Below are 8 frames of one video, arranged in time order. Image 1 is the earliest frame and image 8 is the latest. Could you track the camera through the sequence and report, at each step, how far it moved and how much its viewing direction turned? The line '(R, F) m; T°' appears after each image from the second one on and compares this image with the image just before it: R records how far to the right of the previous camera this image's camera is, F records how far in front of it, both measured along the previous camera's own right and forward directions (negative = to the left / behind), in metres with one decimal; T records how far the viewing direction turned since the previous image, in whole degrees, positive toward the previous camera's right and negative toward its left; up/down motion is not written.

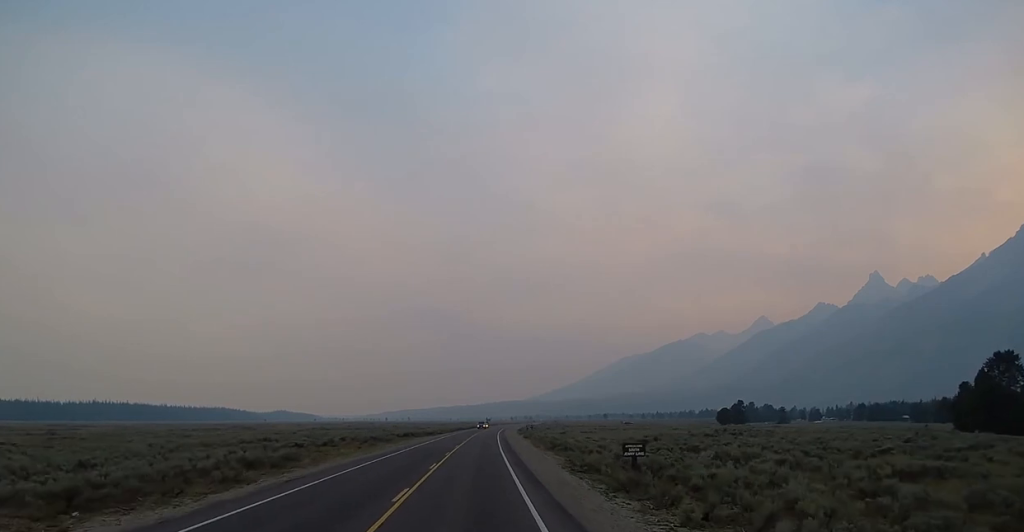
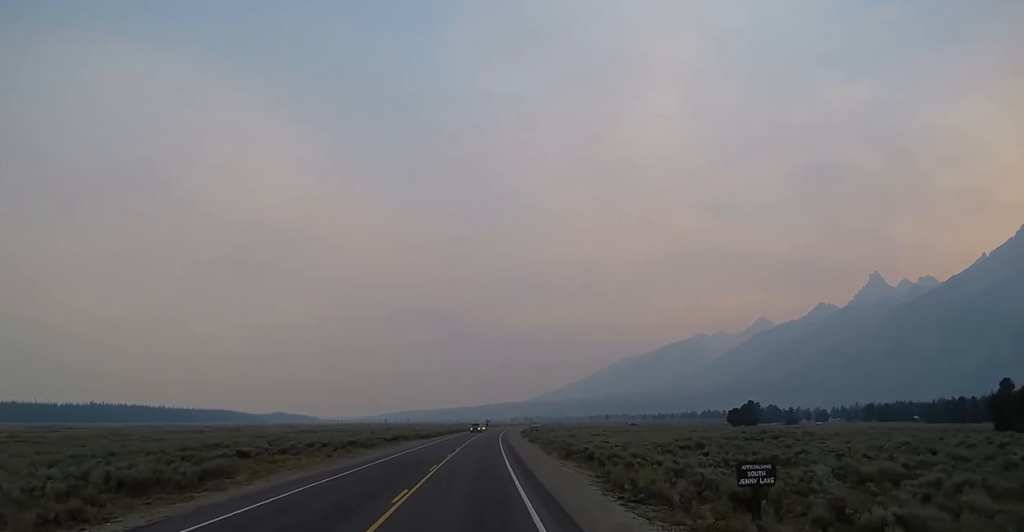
(-0.3, +12.8) m; -1°
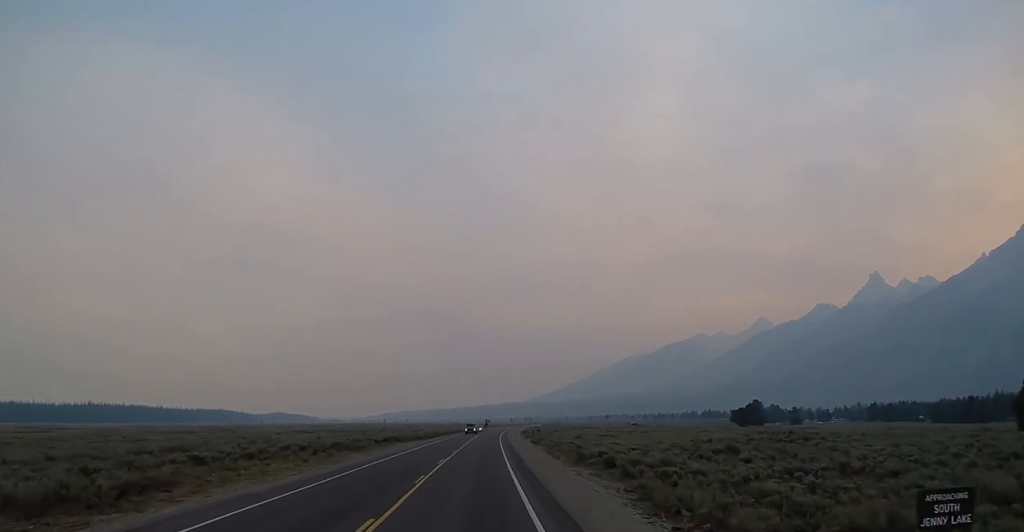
(0.0, +6.9) m; -1°
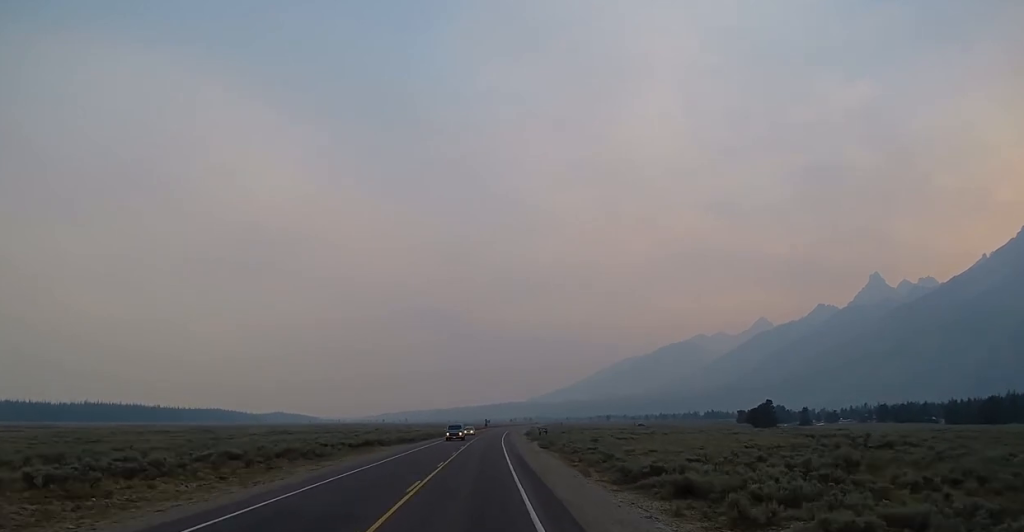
(-0.2, +14.1) m; -1°
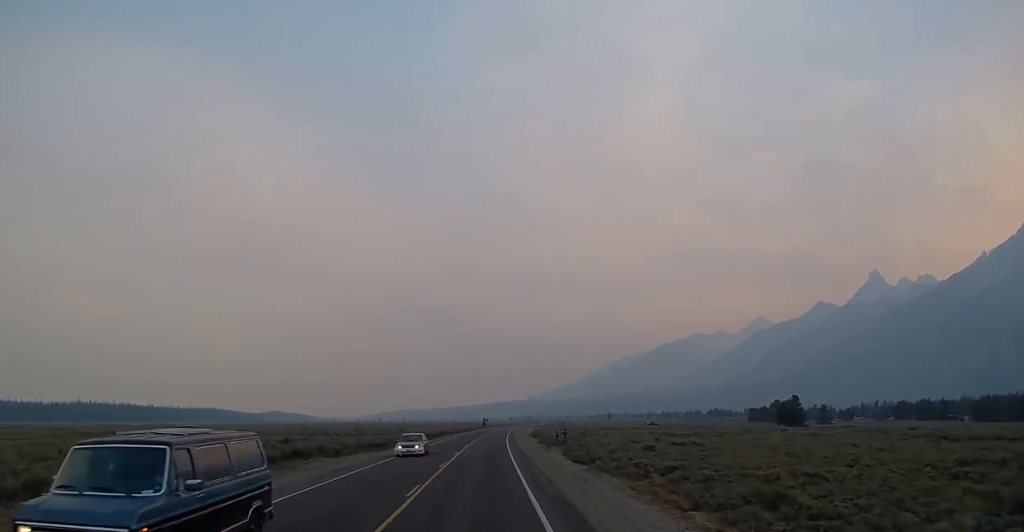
(+0.6, +25.5) m; +2°
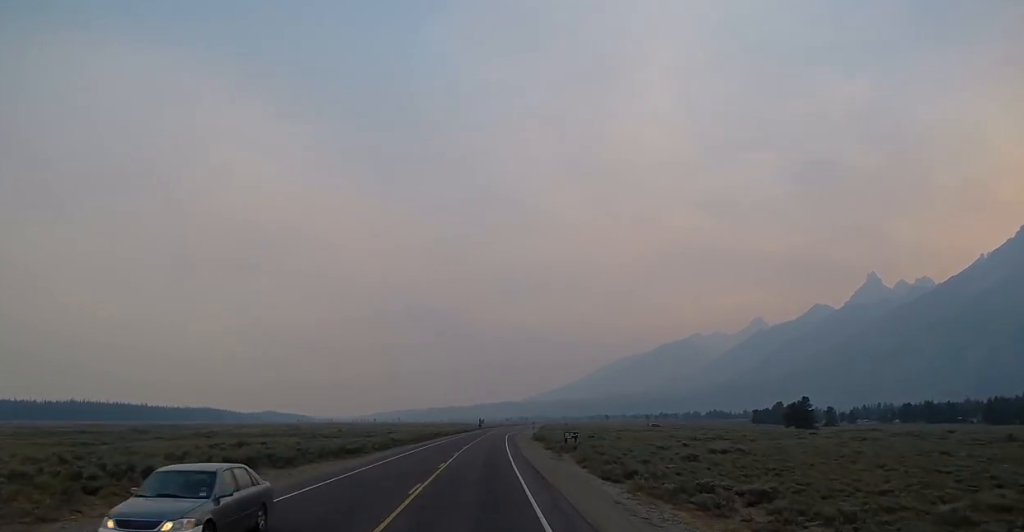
(+0.1, +11.5) m; 0°
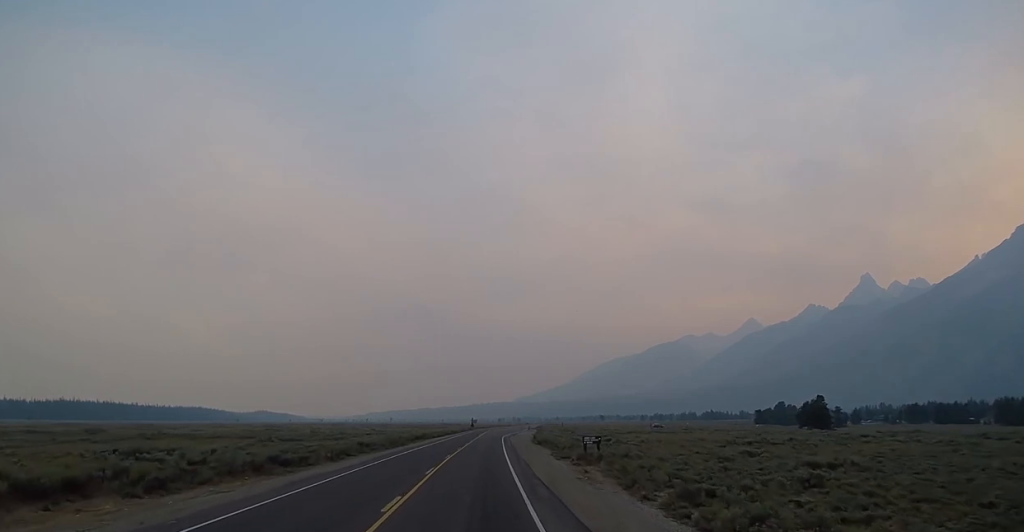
(-0.2, +16.6) m; 0°
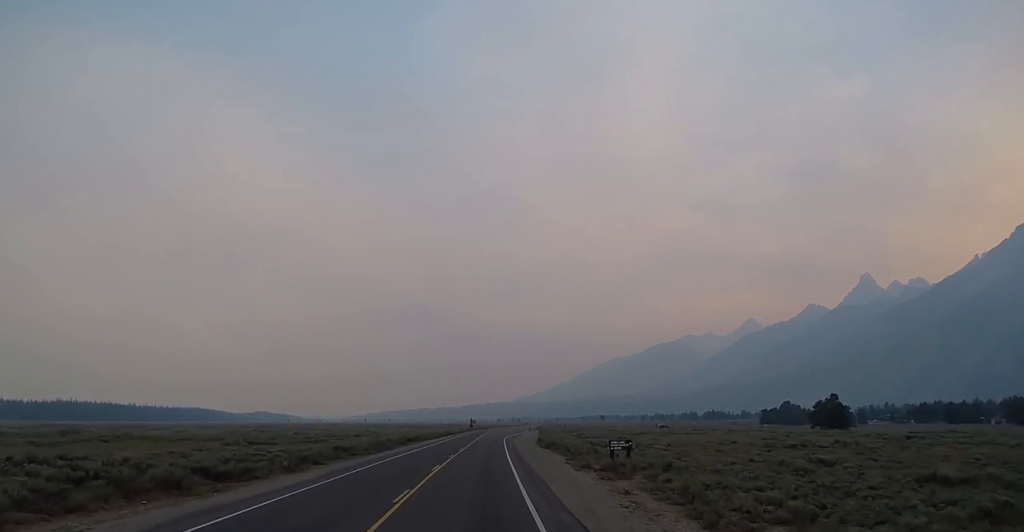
(+0.2, +10.0) m; +1°
